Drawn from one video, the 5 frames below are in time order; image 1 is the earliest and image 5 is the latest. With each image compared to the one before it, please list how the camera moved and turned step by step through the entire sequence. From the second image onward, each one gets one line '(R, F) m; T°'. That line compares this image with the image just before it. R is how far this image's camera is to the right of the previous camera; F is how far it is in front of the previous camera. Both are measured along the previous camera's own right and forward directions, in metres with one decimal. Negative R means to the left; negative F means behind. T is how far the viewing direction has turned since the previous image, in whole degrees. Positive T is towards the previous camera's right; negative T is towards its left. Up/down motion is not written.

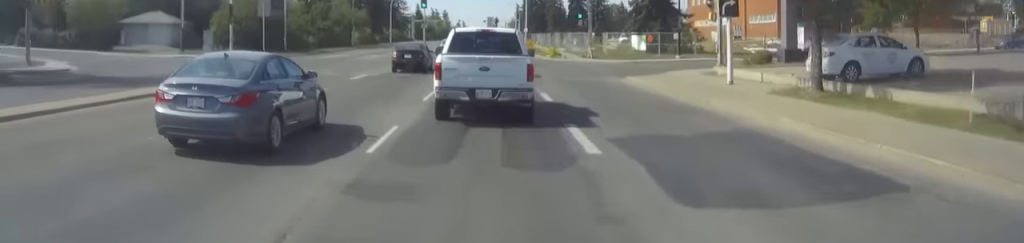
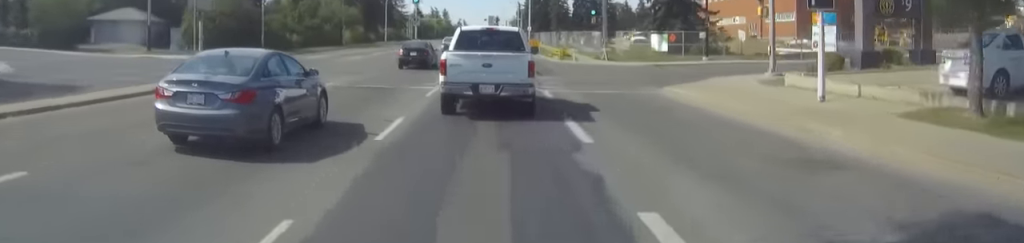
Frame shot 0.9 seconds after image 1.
(0.0, +7.6) m; 0°
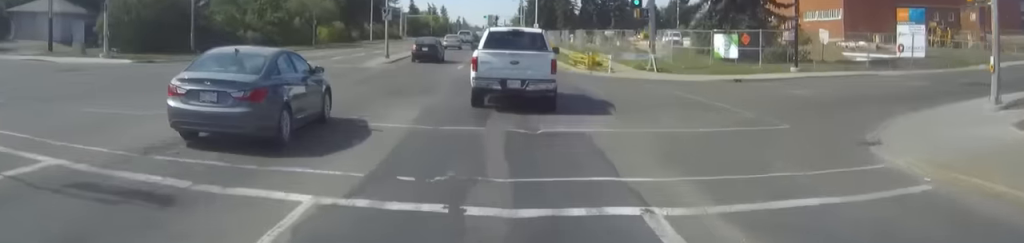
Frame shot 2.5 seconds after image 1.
(0.0, +15.7) m; +1°
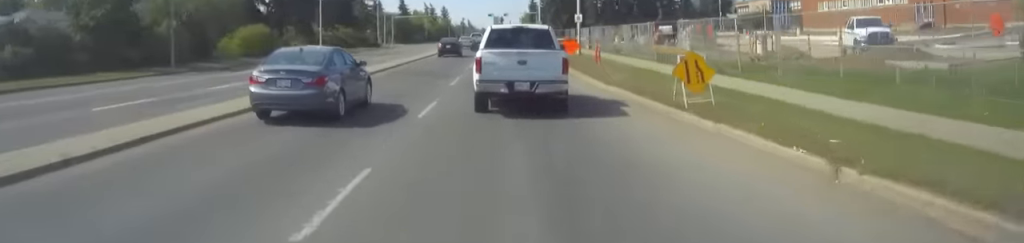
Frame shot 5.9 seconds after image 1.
(+0.2, +35.5) m; +1°
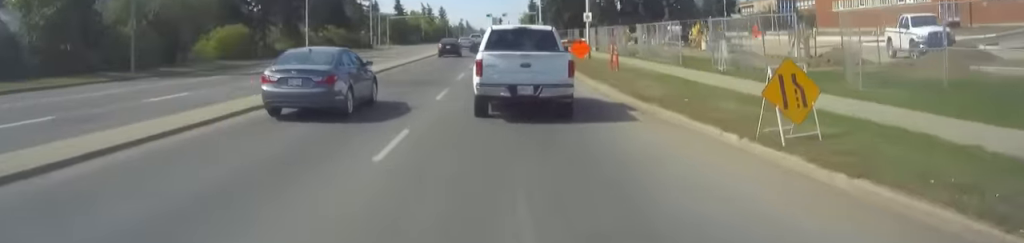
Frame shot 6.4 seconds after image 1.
(0.0, +4.8) m; 0°
